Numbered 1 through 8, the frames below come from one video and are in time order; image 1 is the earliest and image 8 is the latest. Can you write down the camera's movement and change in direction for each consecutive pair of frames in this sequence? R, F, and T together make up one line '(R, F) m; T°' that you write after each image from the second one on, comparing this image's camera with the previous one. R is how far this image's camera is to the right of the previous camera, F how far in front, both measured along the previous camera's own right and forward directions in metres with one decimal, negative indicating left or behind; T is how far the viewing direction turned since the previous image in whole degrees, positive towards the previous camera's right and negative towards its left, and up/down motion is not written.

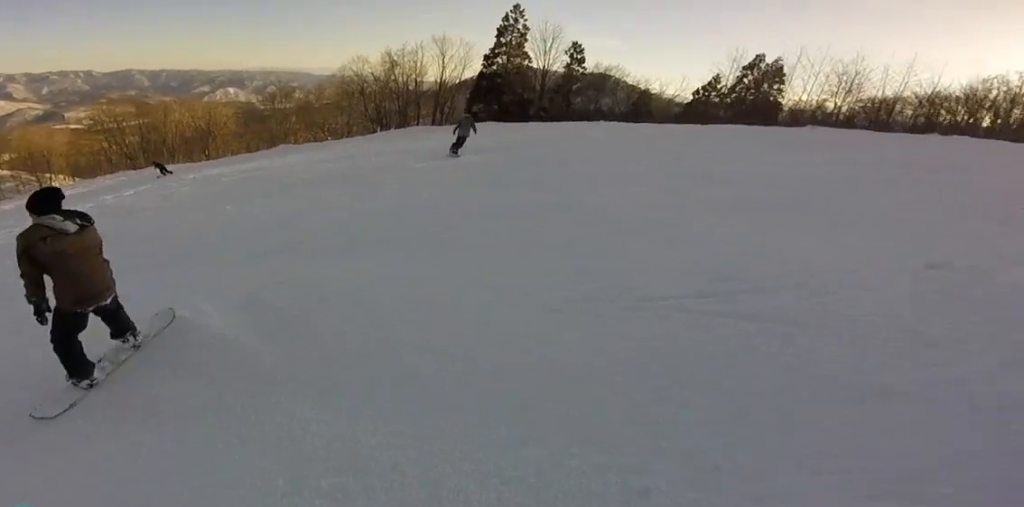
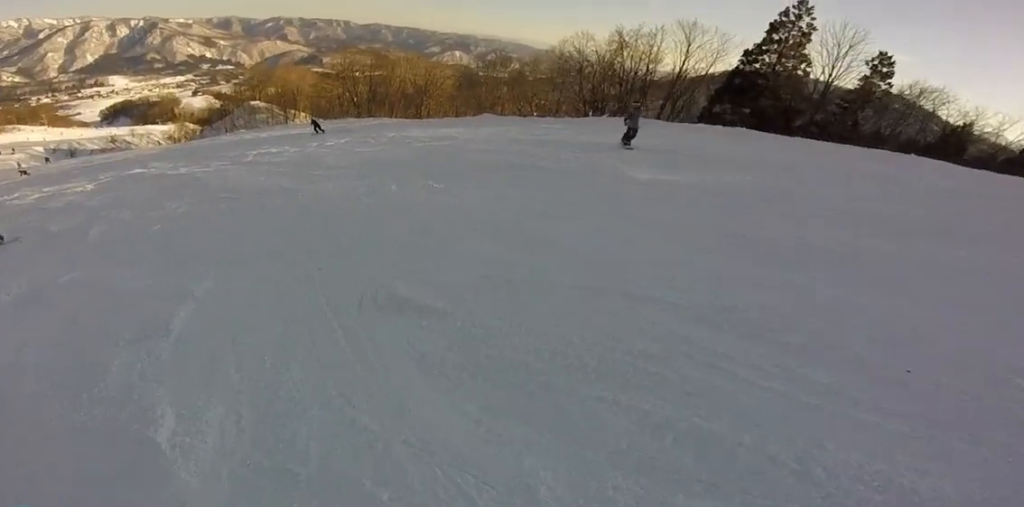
(-0.2, +2.3) m; -14°
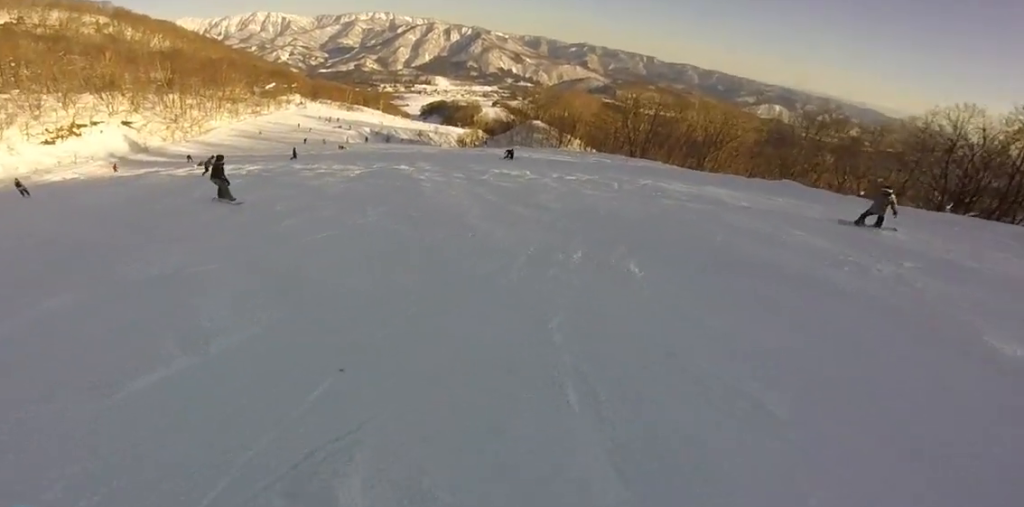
(-0.4, +2.3) m; -17°
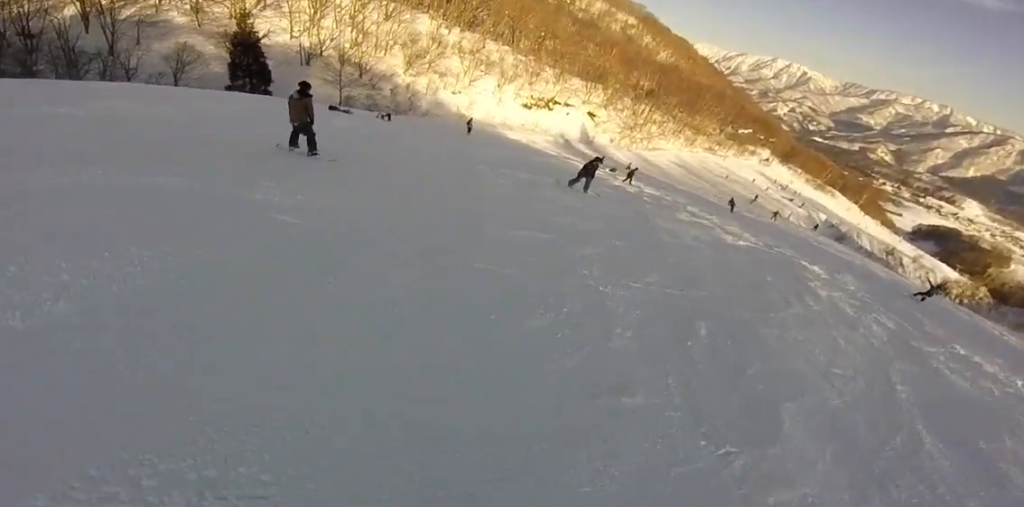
(-0.7, +3.6) m; -23°
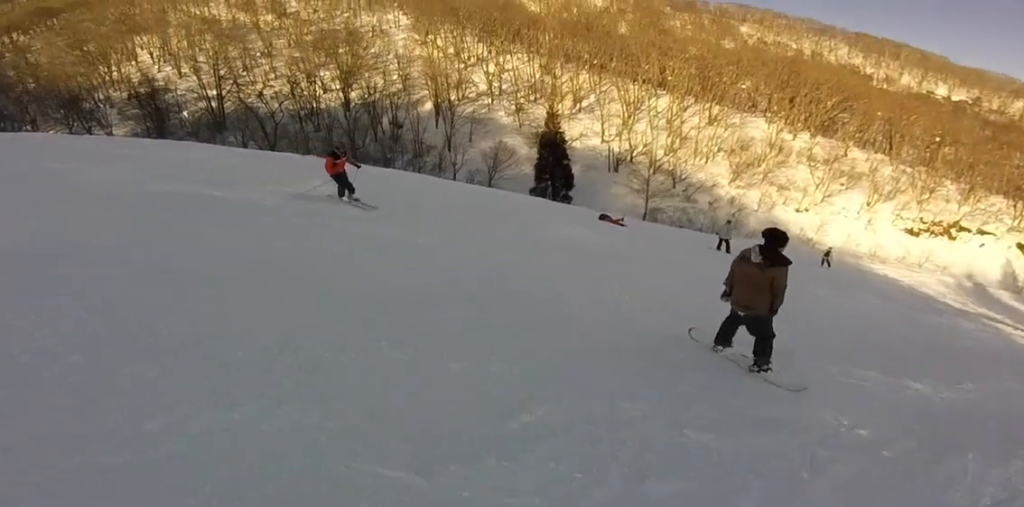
(-1.1, +4.6) m; -19°
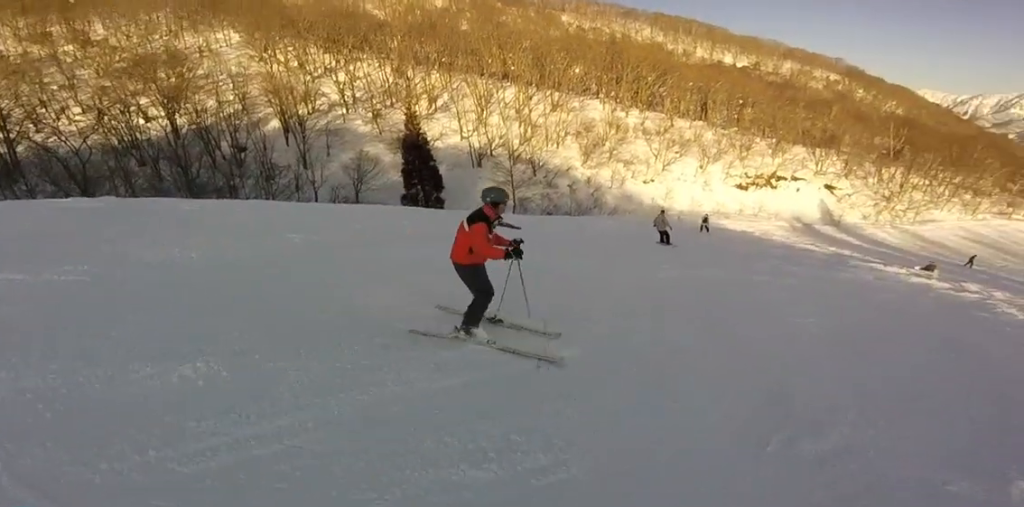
(-0.1, +3.5) m; +1°
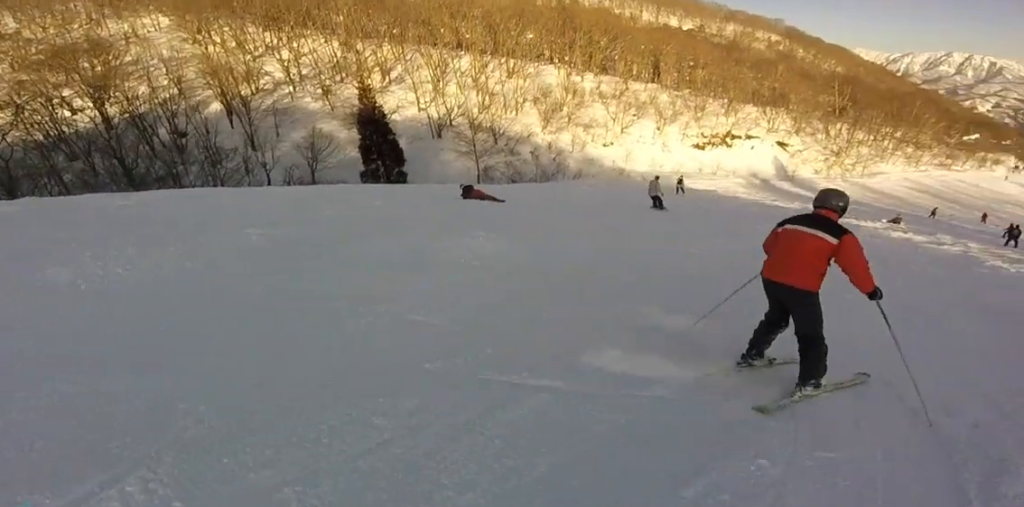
(0.0, +1.3) m; +3°
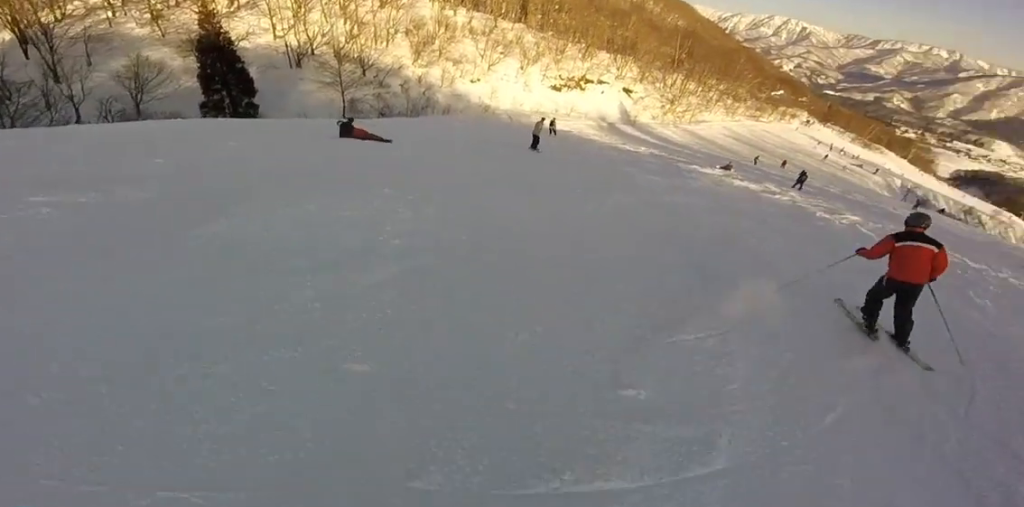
(+0.1, +1.6) m; +6°
